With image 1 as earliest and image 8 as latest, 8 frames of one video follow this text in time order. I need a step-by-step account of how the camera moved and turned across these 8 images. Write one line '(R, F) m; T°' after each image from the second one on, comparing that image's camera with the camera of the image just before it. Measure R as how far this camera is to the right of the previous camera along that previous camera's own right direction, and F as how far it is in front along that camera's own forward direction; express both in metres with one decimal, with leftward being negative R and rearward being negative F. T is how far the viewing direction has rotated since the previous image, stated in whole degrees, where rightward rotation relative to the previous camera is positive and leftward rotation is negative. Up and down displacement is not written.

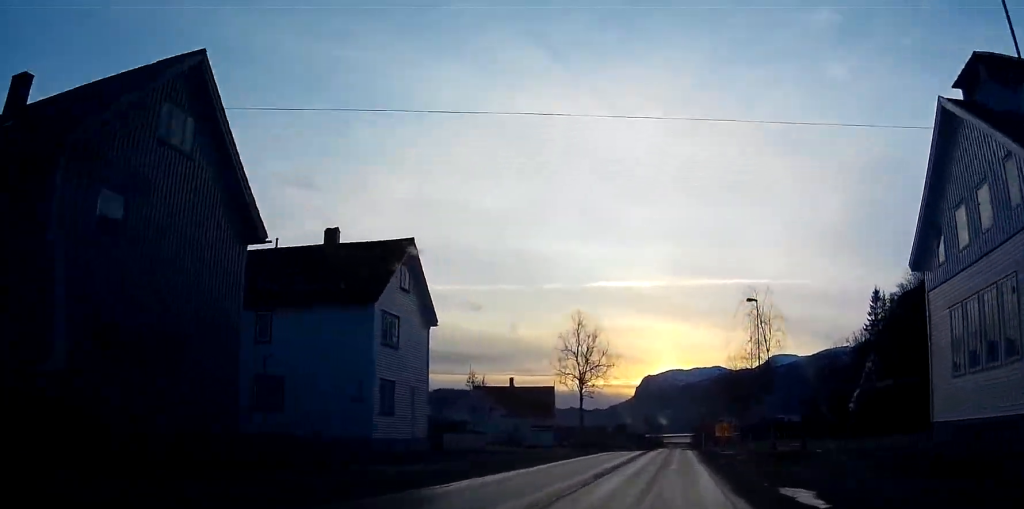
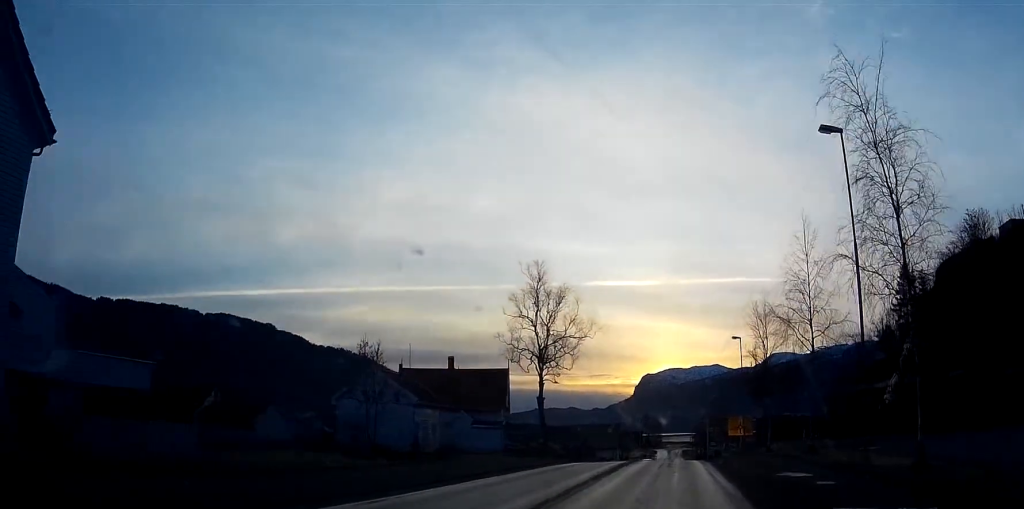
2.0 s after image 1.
(+0.2, +26.9) m; +1°
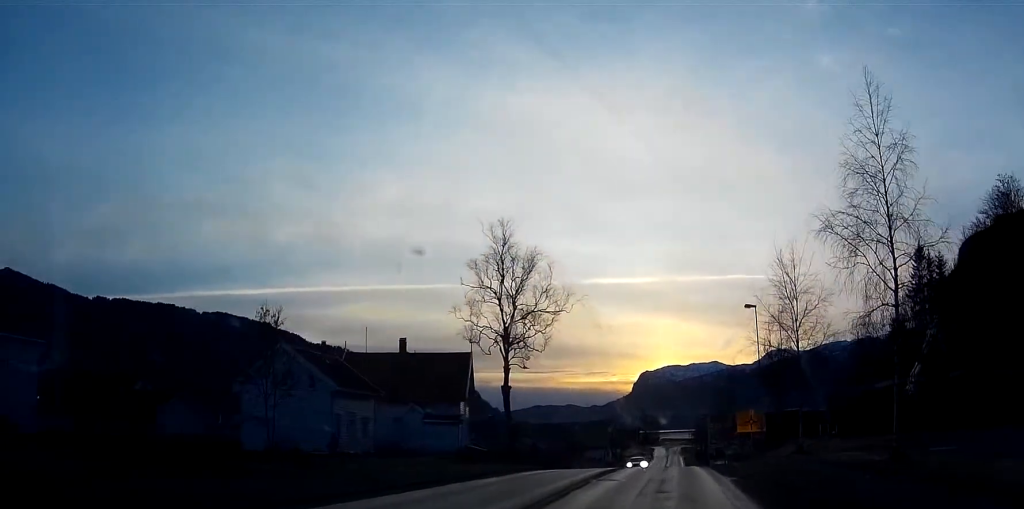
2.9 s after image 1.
(0.0, +12.8) m; 0°
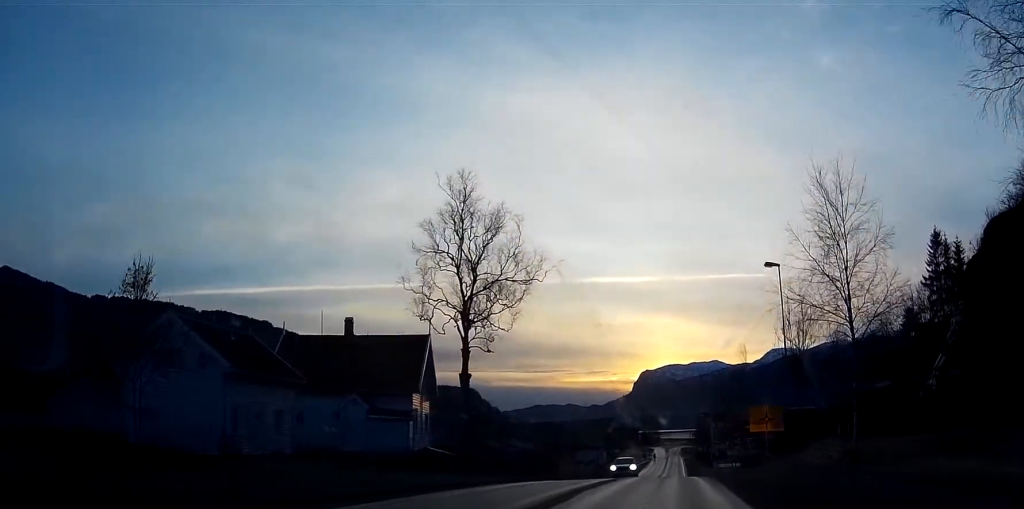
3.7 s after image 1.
(0.0, +10.6) m; 0°
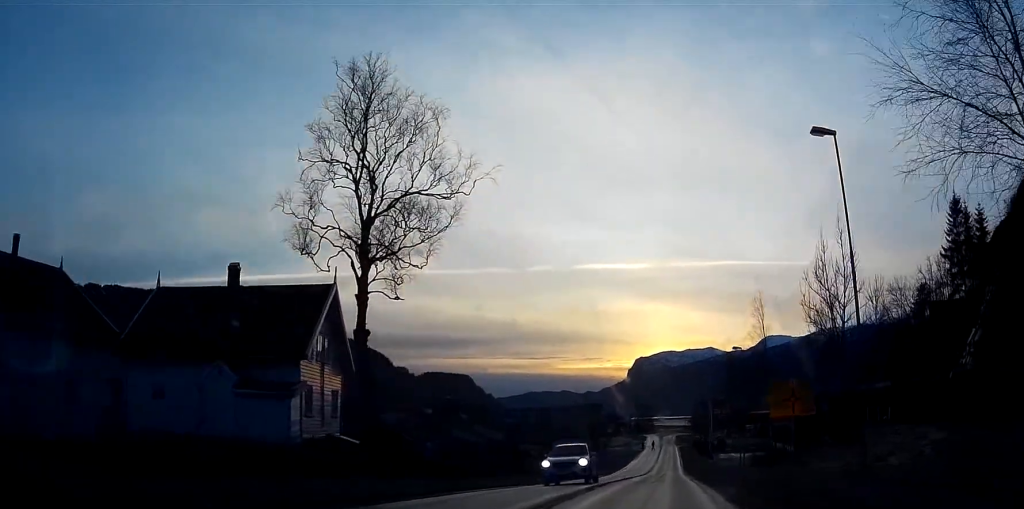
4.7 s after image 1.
(+0.1, +14.1) m; +2°
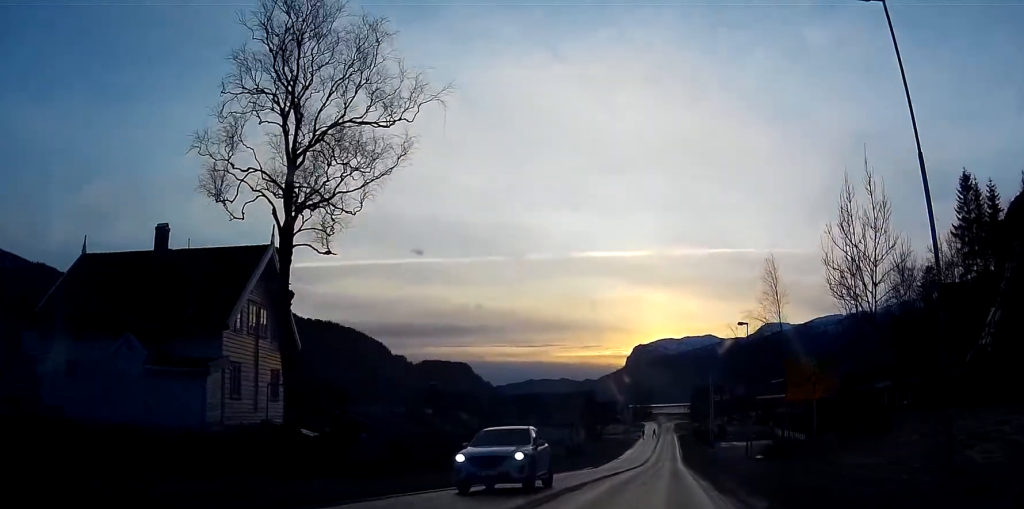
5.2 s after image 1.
(+0.1, +6.2) m; +1°
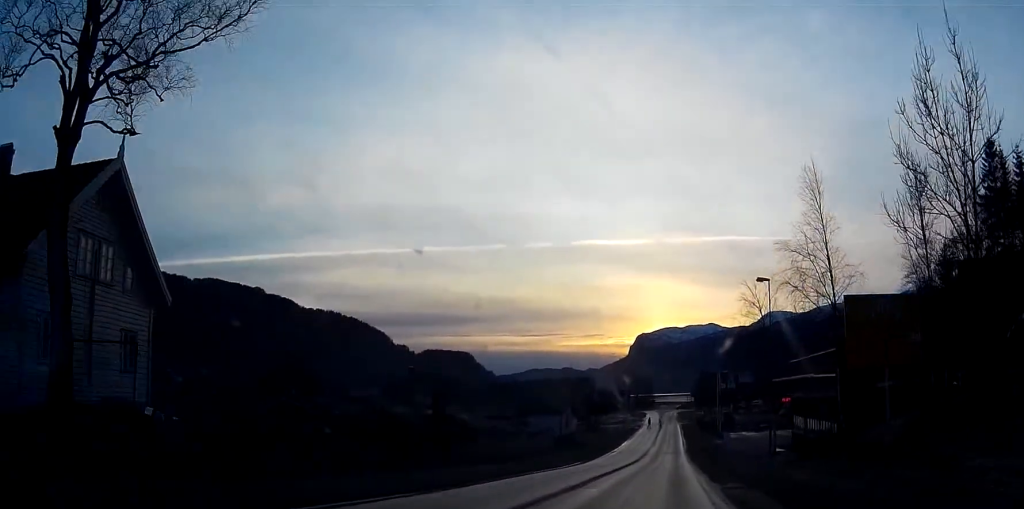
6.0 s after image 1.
(+0.1, +10.6) m; 0°
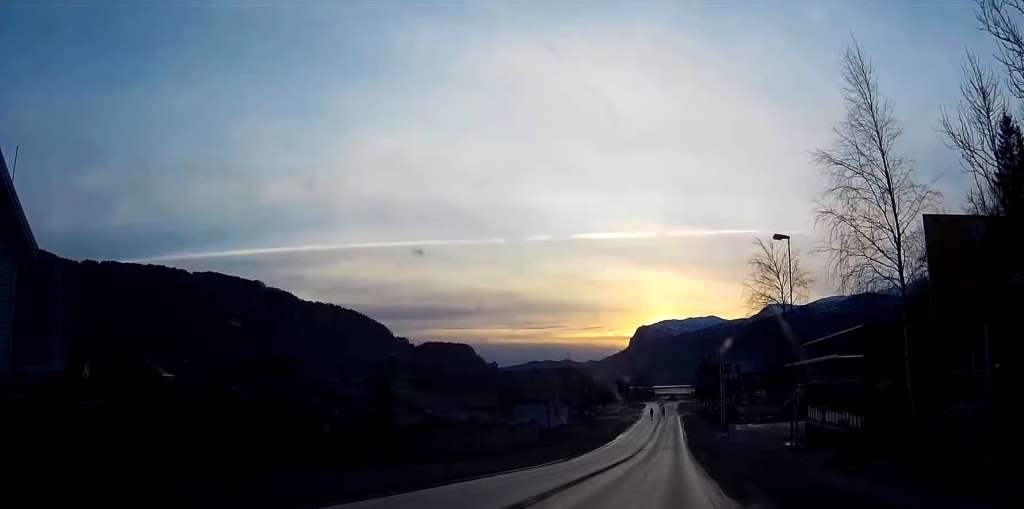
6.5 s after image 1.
(0.0, +7.0) m; 0°
